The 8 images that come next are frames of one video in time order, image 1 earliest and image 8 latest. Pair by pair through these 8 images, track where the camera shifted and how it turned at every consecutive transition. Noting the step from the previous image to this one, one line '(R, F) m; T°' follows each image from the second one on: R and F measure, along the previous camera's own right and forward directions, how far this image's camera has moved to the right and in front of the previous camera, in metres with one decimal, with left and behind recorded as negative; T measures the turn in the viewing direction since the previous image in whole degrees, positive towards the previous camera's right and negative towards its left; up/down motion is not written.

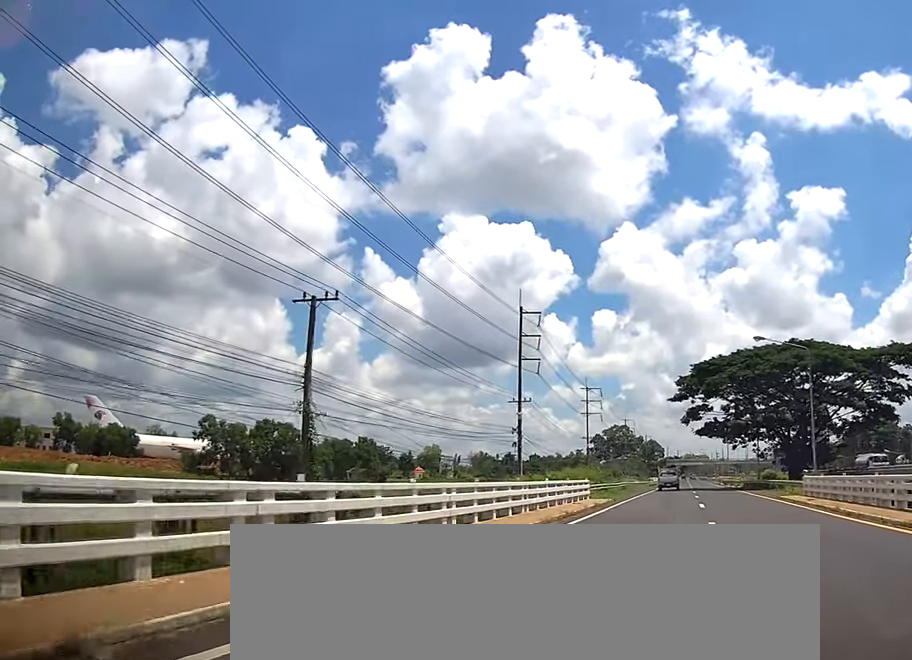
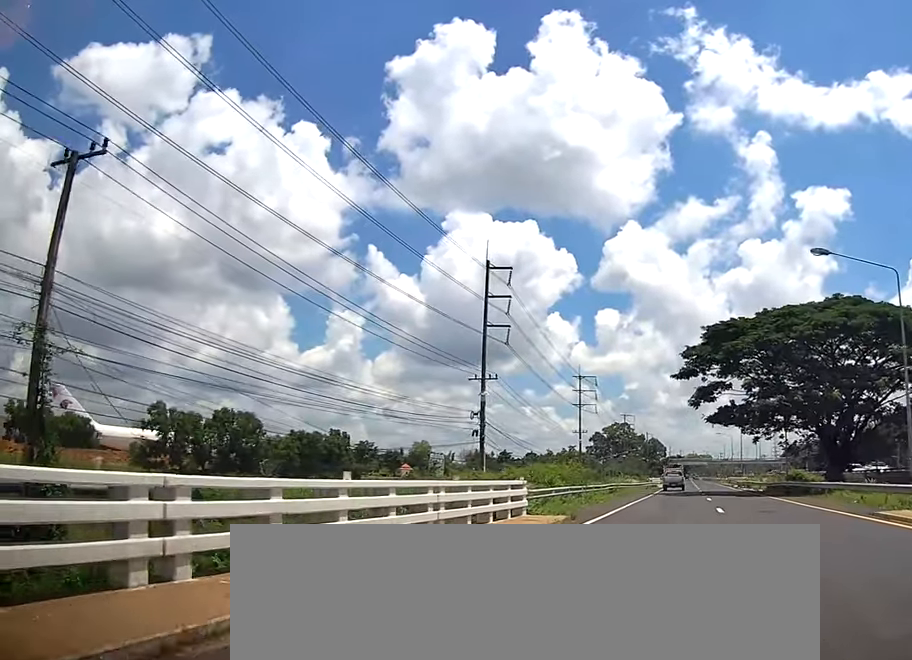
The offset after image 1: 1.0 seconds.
(+0.2, +16.6) m; 0°
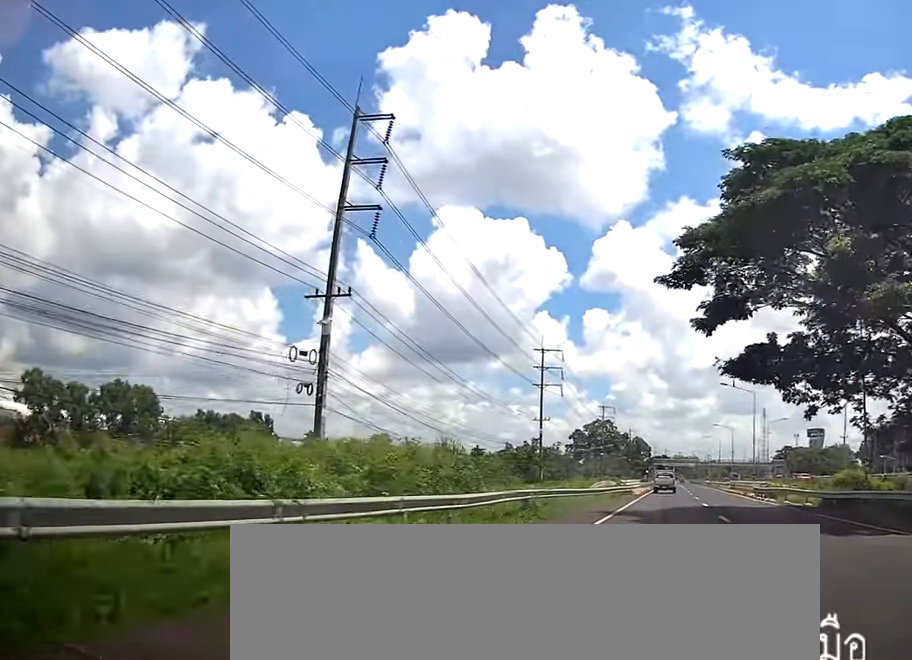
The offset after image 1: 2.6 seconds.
(-0.3, +27.2) m; 0°
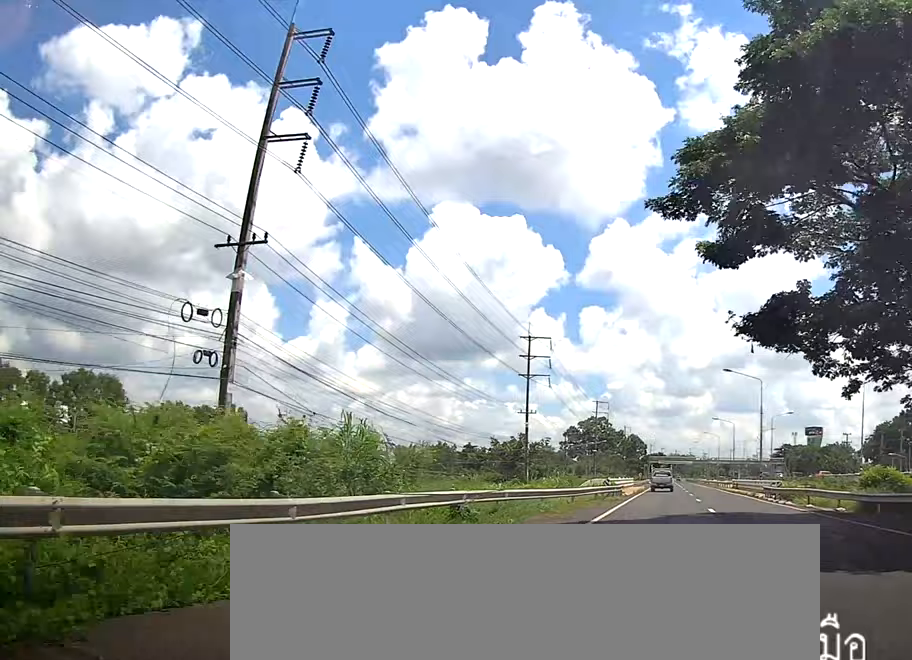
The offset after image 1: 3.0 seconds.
(+0.3, +7.6) m; +1°
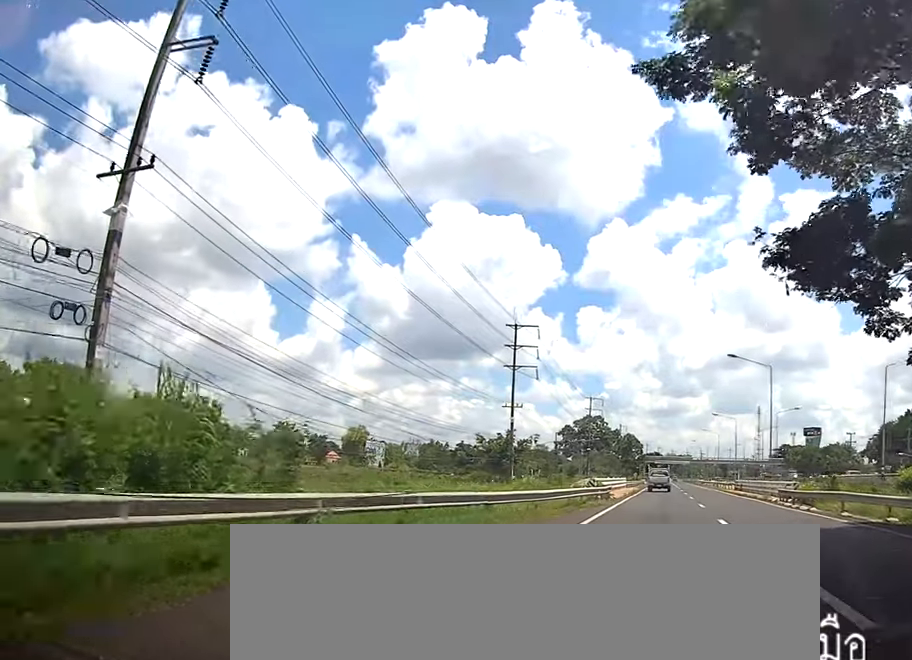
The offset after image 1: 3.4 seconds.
(+0.1, +7.1) m; +1°
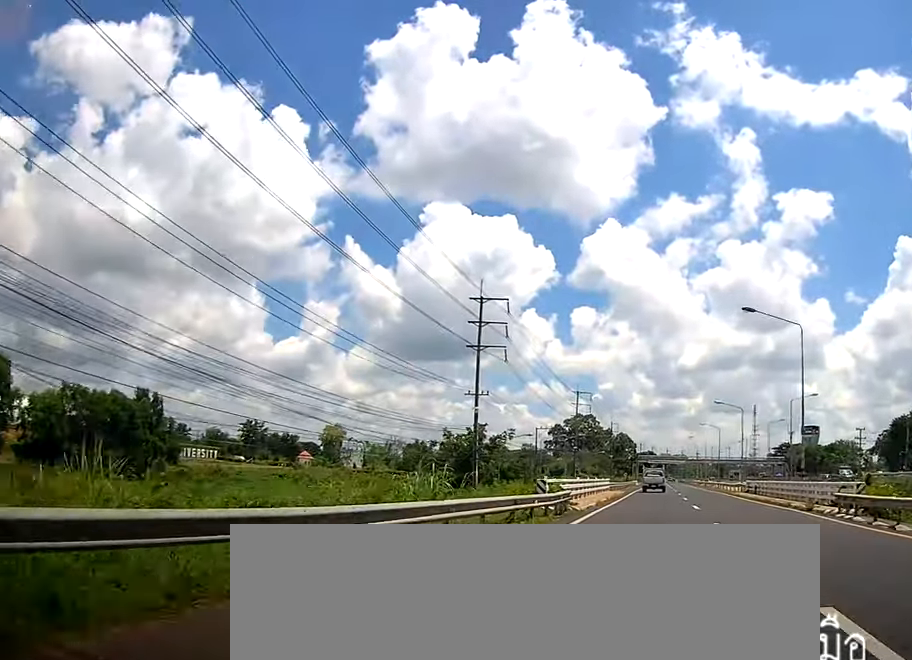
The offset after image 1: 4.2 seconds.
(0.0, +13.9) m; 0°
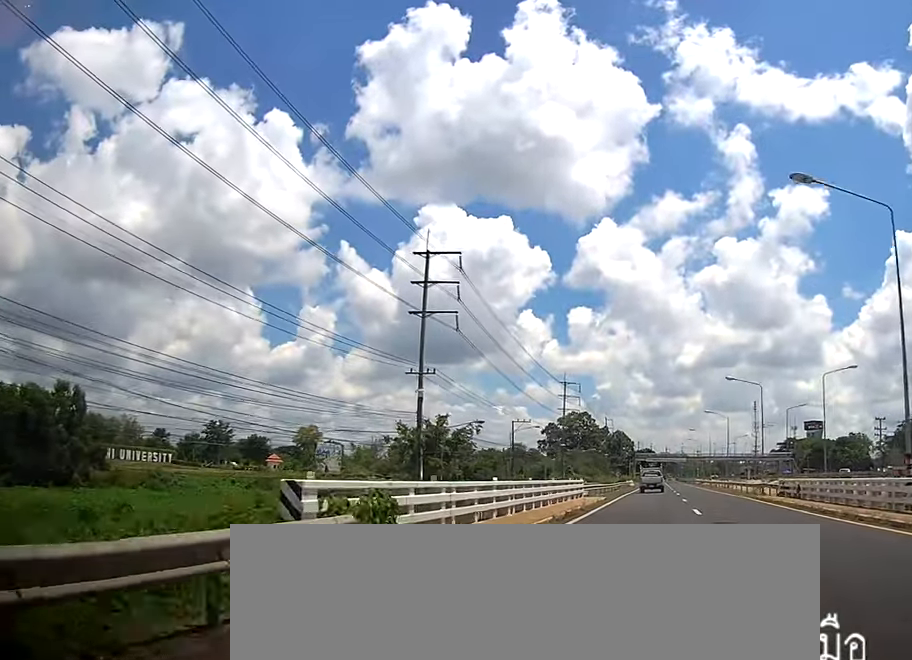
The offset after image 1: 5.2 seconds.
(0.0, +16.2) m; 0°
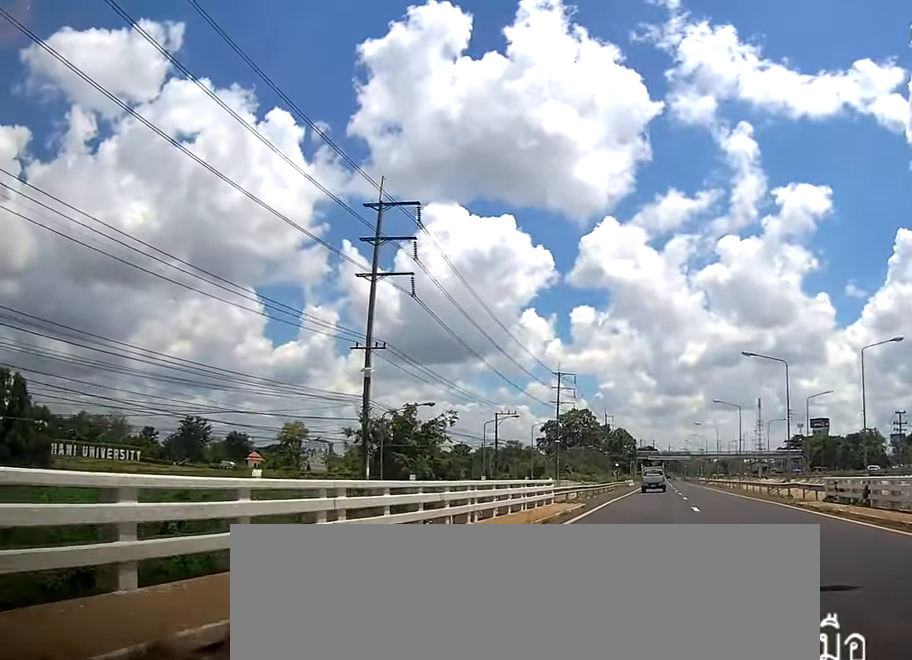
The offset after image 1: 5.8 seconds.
(0.0, +10.9) m; -1°
